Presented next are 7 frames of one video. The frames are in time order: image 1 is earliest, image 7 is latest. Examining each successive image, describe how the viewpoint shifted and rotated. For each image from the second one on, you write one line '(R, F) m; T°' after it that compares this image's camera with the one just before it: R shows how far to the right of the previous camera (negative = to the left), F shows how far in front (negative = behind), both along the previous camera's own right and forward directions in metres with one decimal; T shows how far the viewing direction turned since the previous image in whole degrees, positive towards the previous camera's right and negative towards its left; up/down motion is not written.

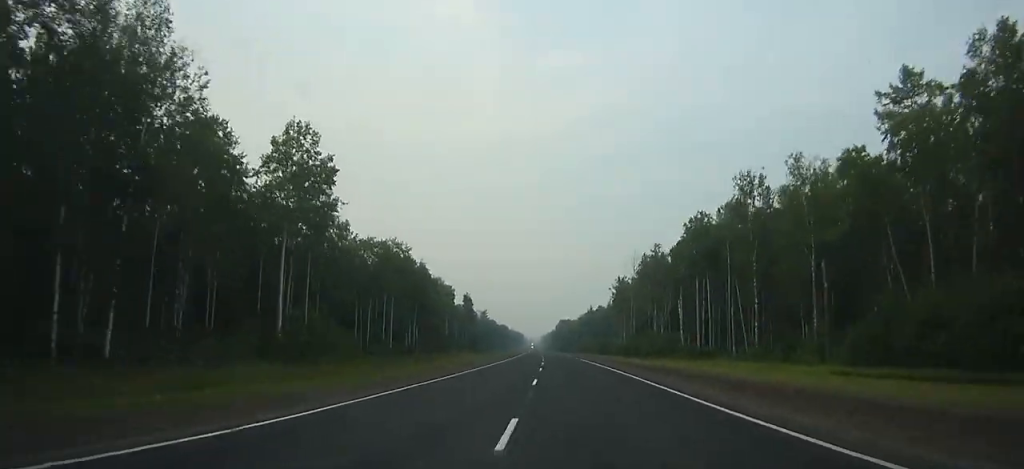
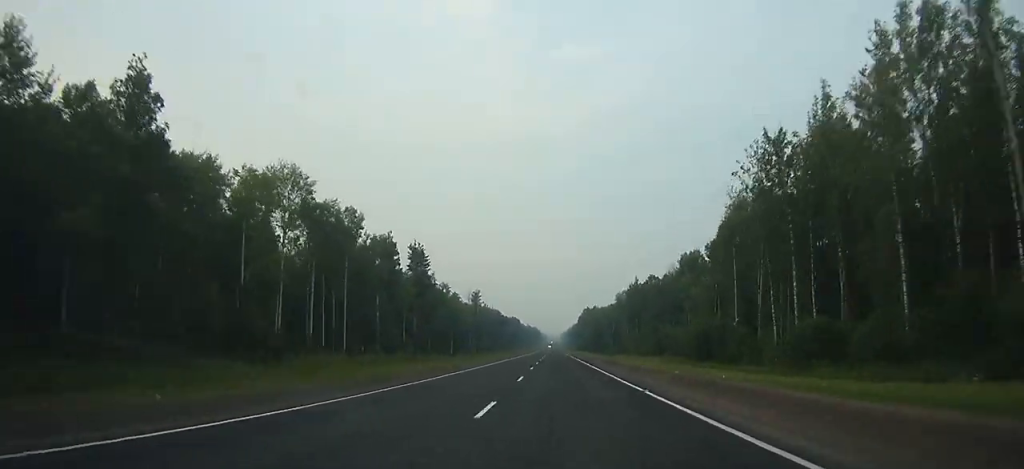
(-2.1, +106.8) m; -2°
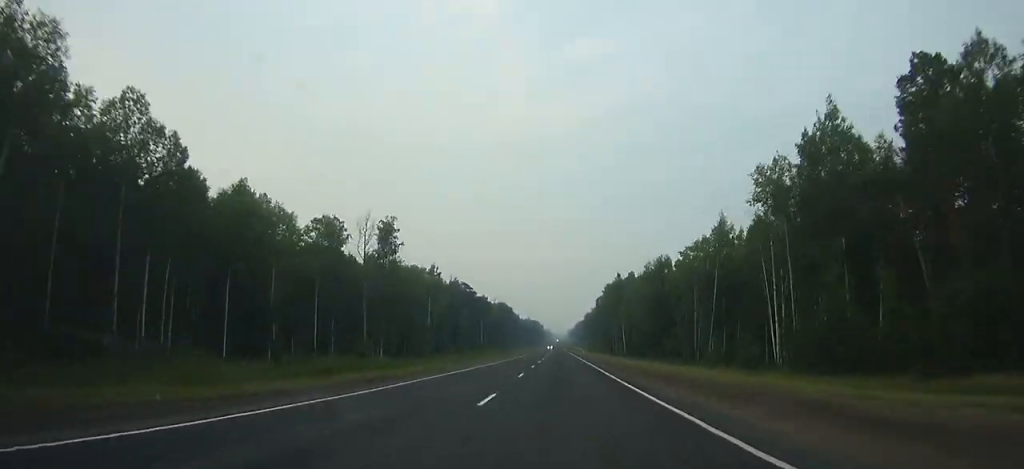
(-1.1, +126.4) m; -1°
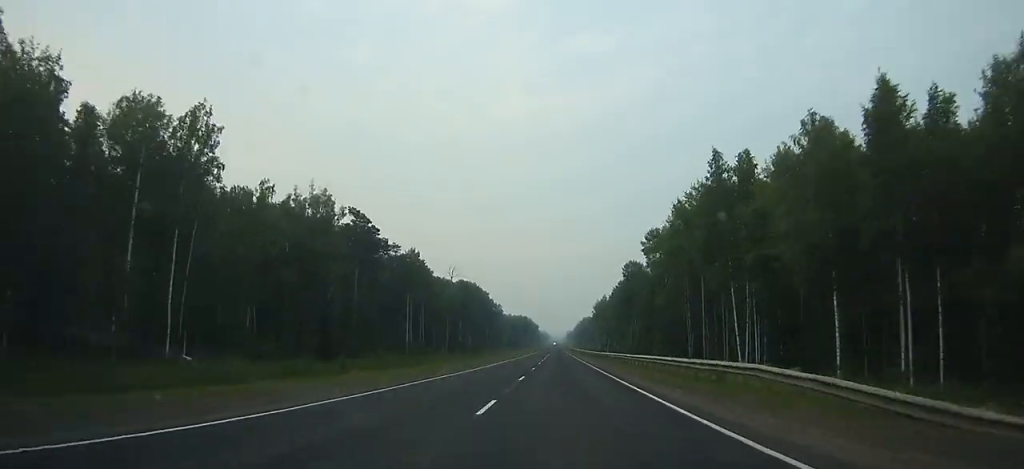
(+0.1, +109.3) m; 0°
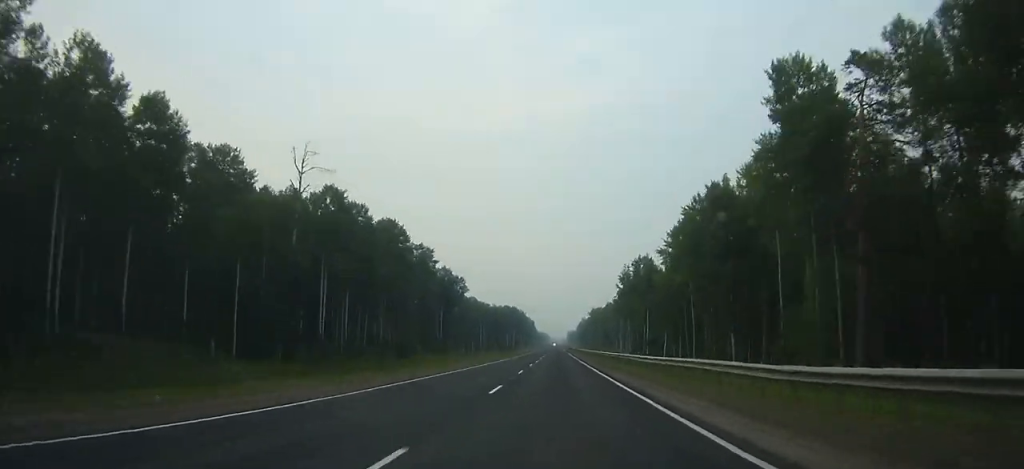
(0.0, +105.0) m; 0°
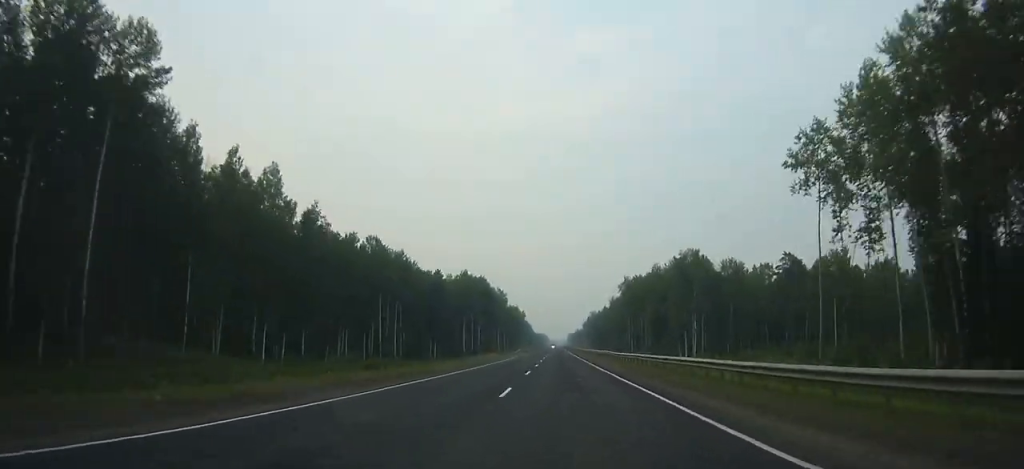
(+0.2, +133.0) m; 0°
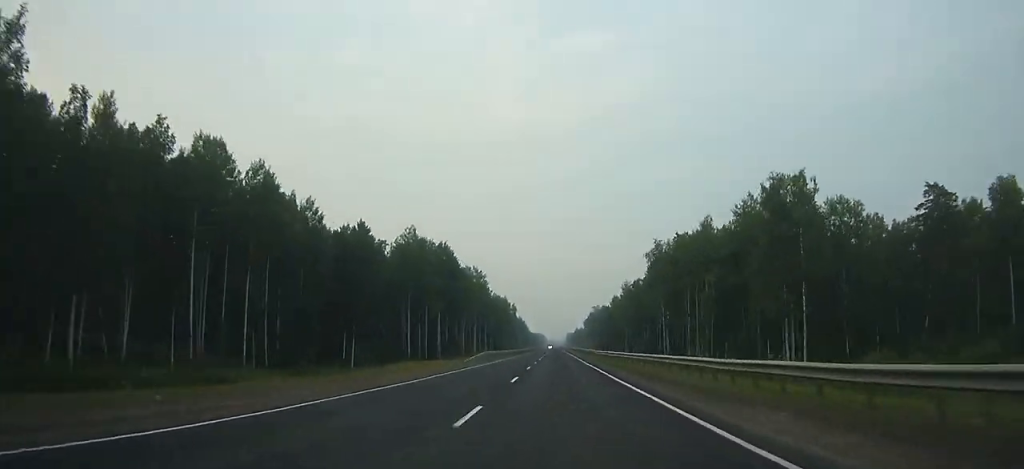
(+0.1, +51.7) m; 0°
